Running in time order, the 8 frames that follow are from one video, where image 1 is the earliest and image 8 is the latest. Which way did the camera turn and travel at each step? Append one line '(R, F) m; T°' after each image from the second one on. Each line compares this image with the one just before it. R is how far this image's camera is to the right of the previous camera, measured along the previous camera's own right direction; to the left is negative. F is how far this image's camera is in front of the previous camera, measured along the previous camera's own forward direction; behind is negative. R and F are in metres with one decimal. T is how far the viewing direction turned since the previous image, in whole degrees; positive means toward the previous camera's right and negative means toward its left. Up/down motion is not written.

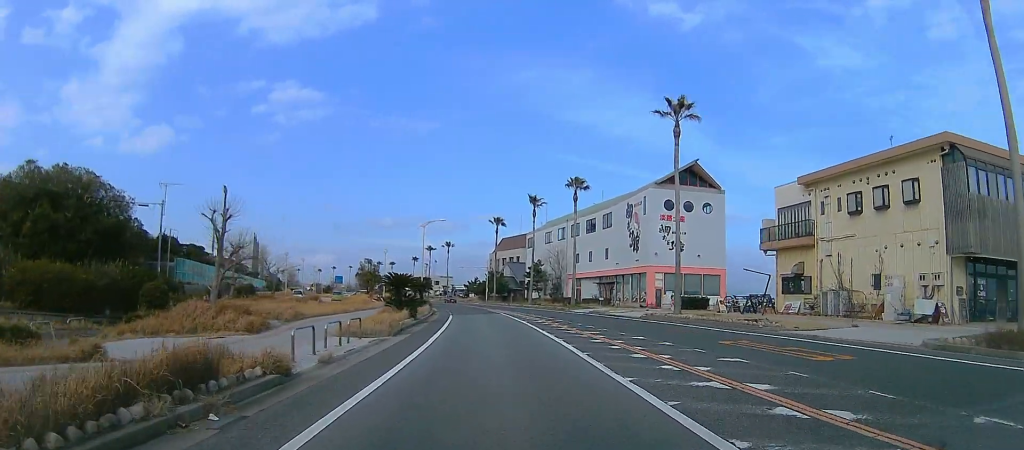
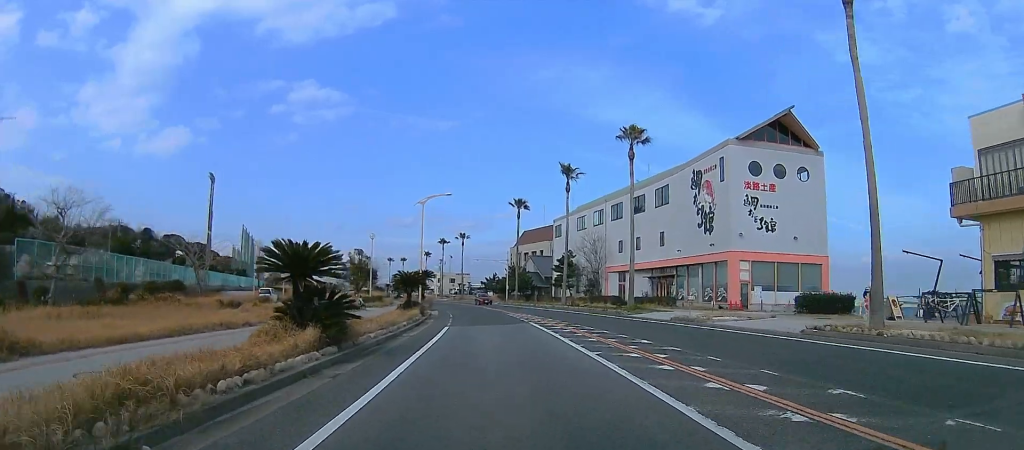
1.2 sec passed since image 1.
(-0.7, +17.0) m; -1°
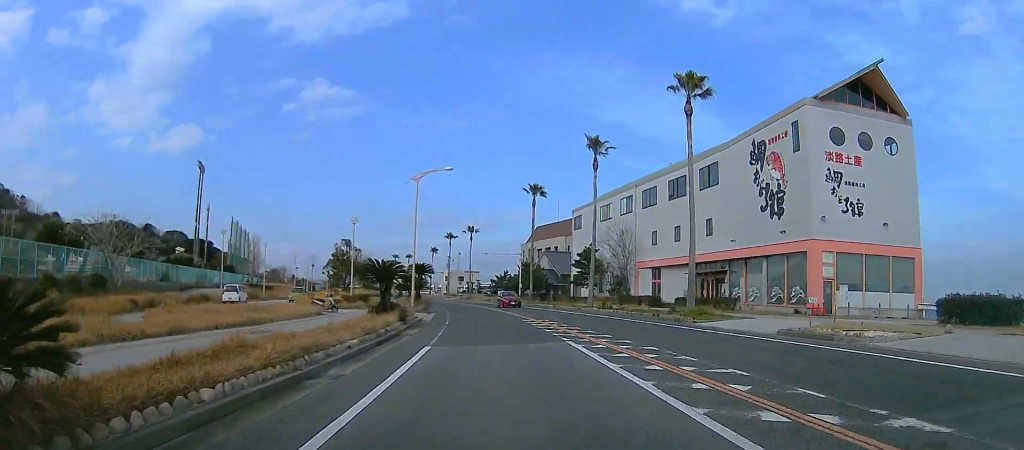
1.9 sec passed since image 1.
(+0.3, +10.3) m; 0°
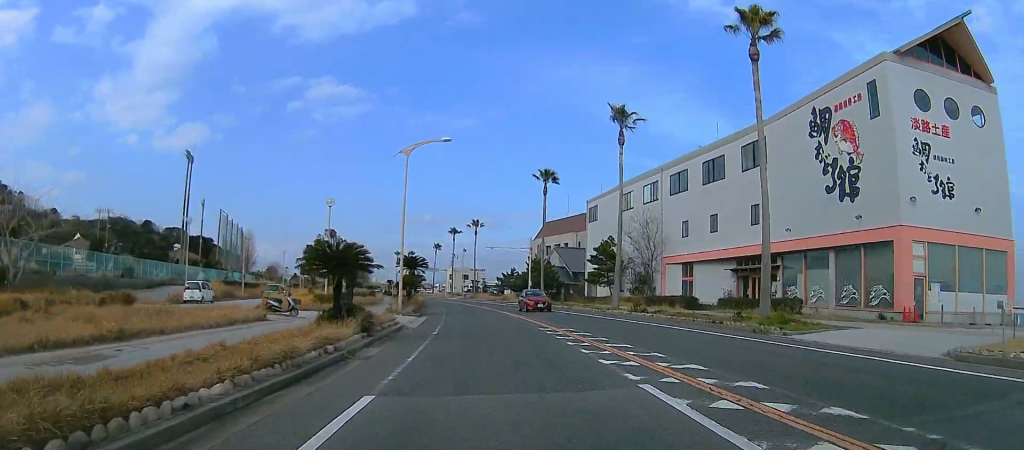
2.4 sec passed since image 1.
(0.0, +7.7) m; 0°
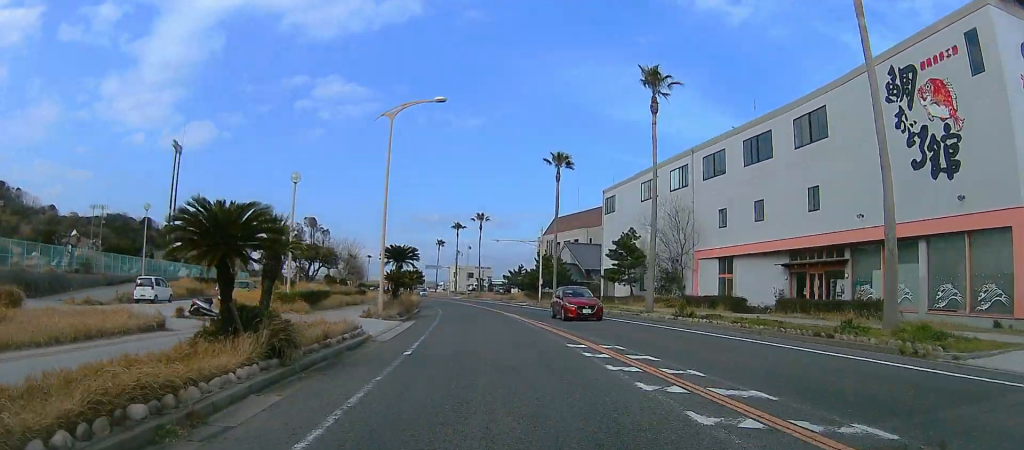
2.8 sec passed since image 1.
(-0.2, +7.2) m; -1°
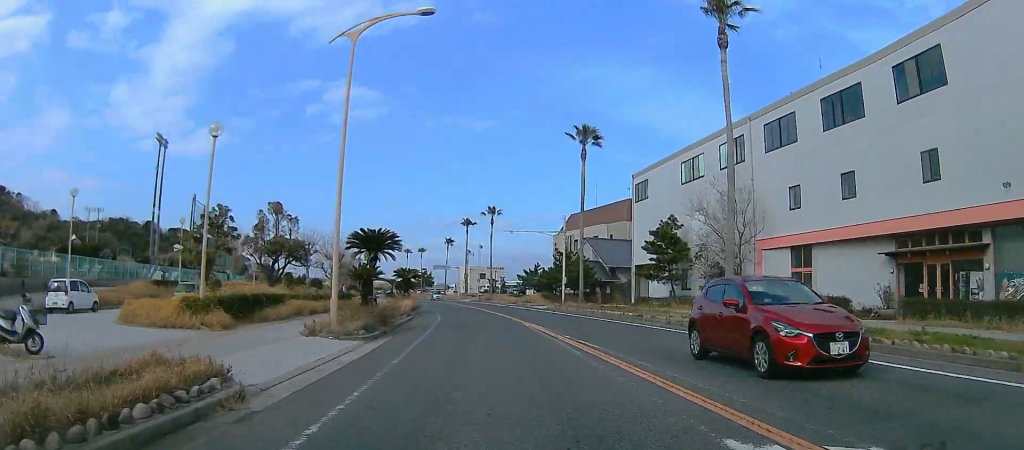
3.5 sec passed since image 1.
(-0.1, +9.5) m; 0°
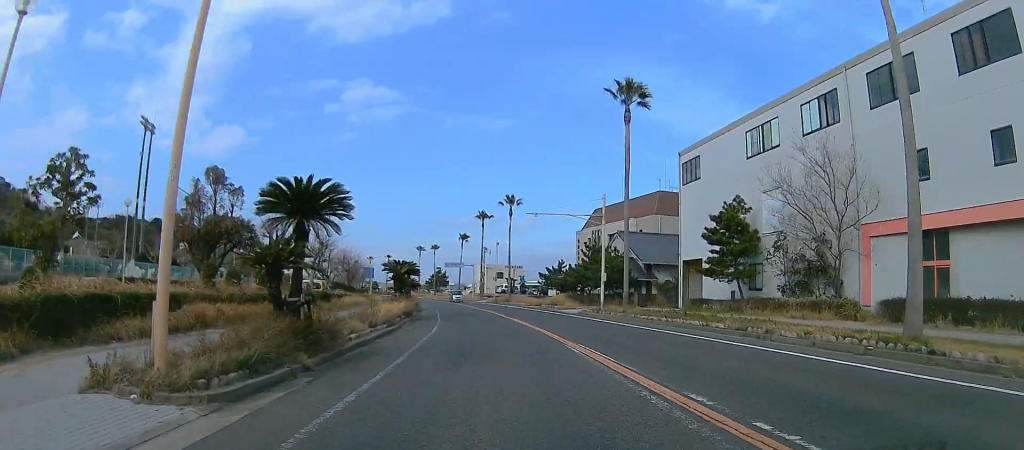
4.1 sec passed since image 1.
(-0.1, +10.1) m; +1°
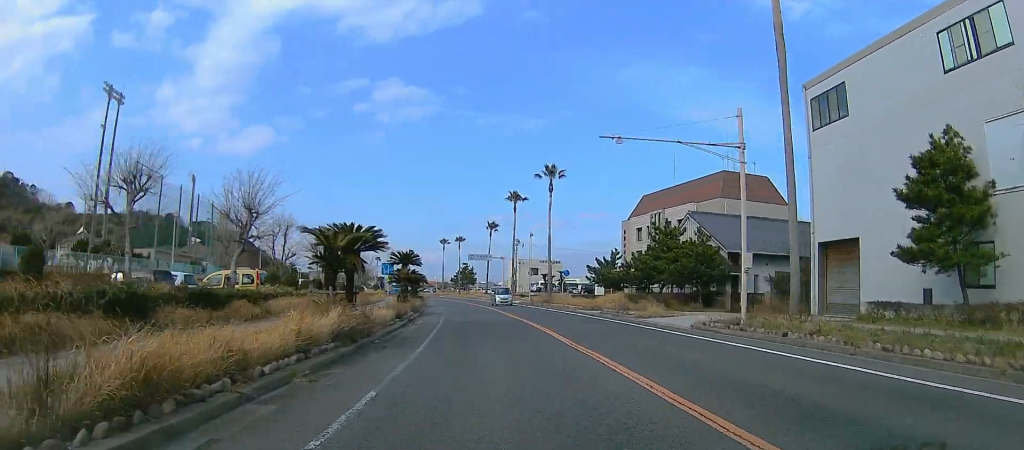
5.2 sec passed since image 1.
(+0.4, +17.2) m; -1°
